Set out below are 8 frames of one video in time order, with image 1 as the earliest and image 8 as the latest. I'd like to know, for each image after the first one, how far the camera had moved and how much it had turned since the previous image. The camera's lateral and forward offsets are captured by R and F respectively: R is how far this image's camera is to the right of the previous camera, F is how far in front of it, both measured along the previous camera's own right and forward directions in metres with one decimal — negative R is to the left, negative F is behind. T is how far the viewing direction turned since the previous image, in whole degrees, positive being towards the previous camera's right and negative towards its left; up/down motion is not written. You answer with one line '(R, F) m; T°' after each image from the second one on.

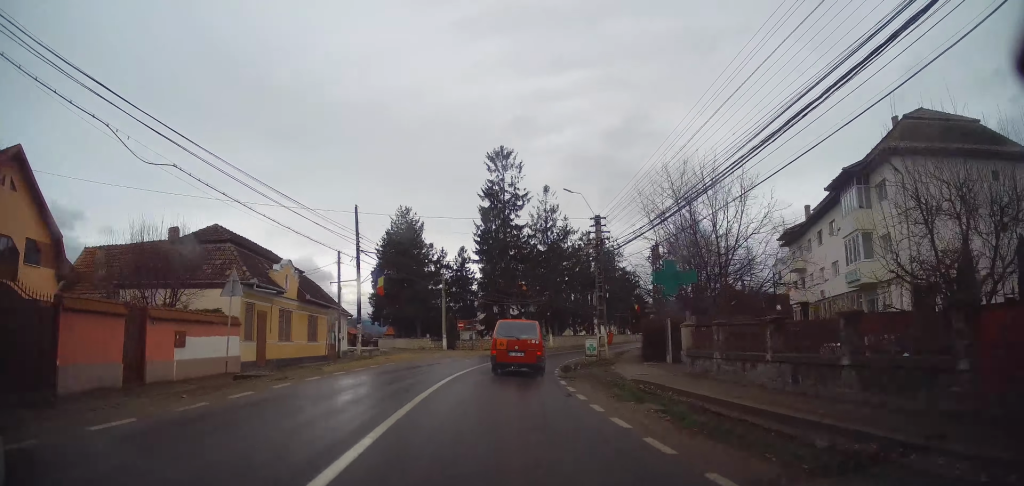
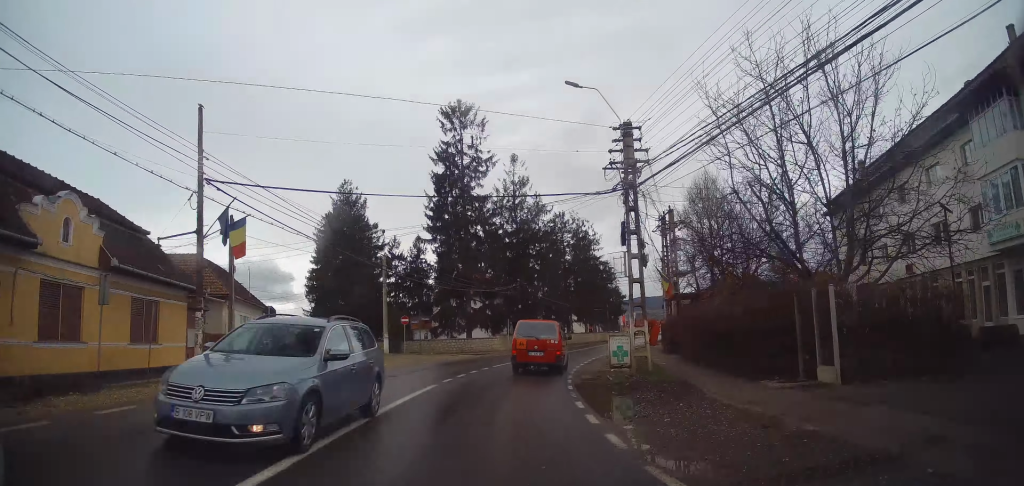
(+0.2, +13.7) m; +3°
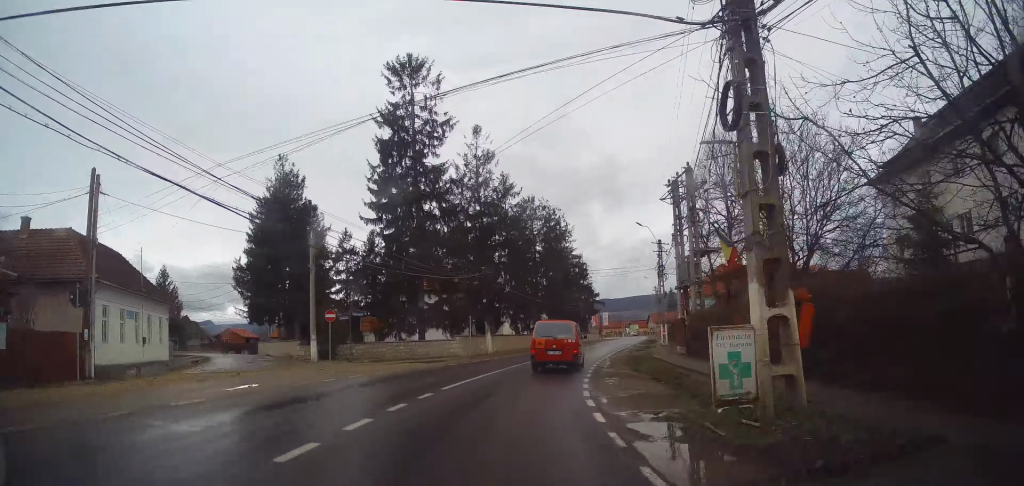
(+0.3, +10.5) m; +4°
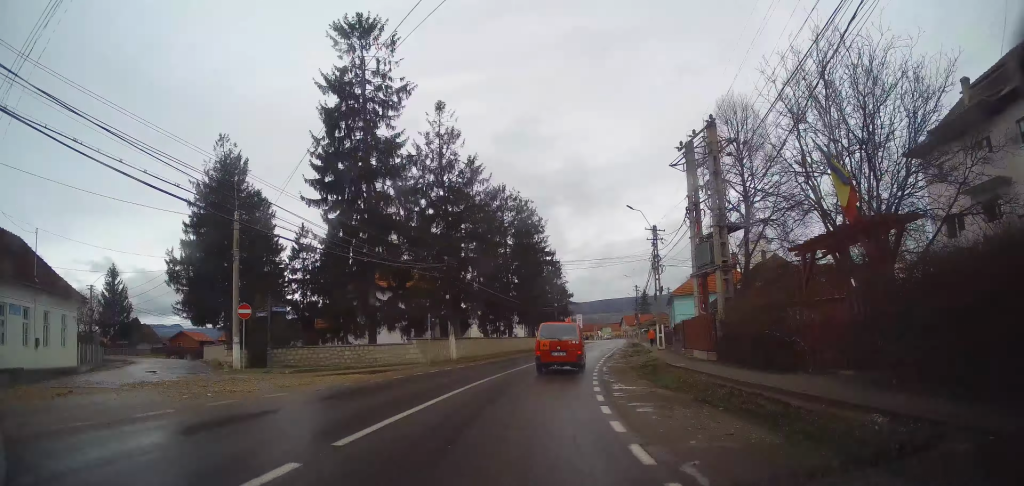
(+0.1, +7.0) m; +3°
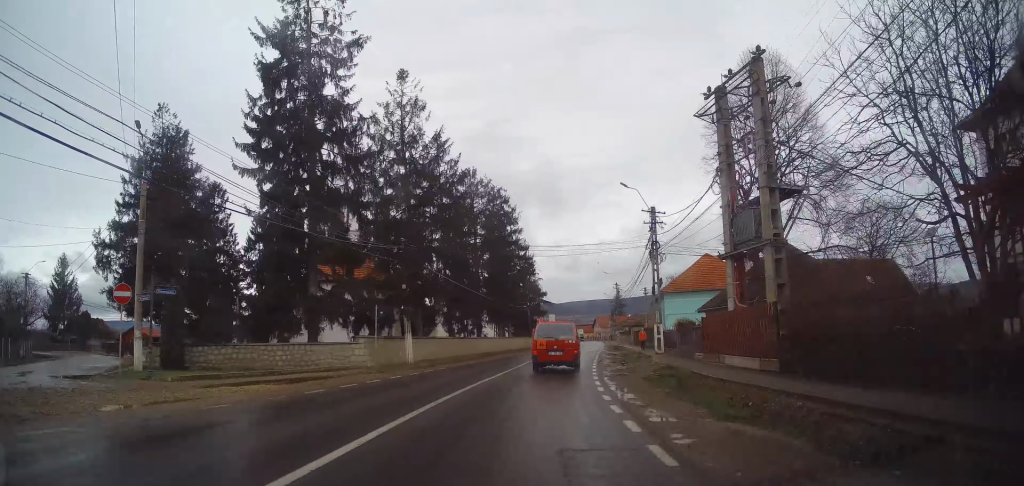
(+0.1, +6.1) m; +3°
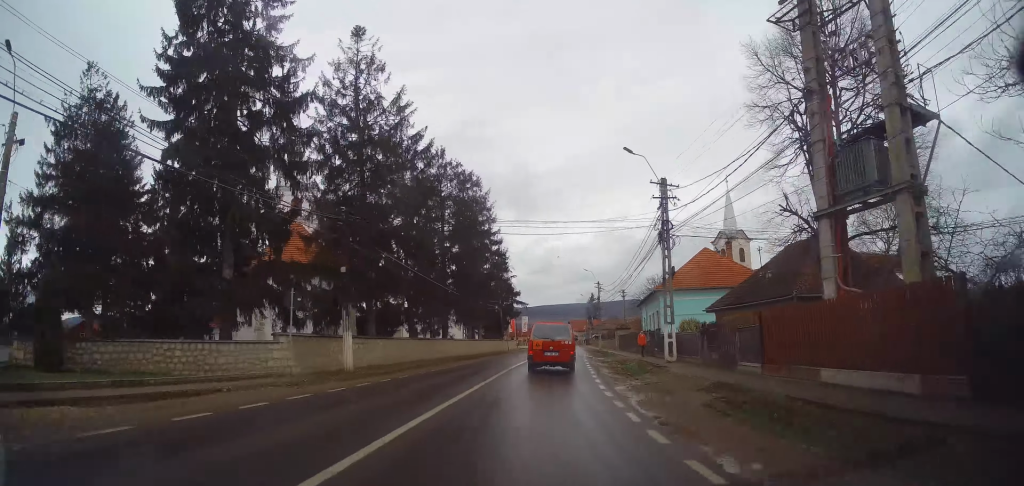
(+0.1, +6.5) m; +3°
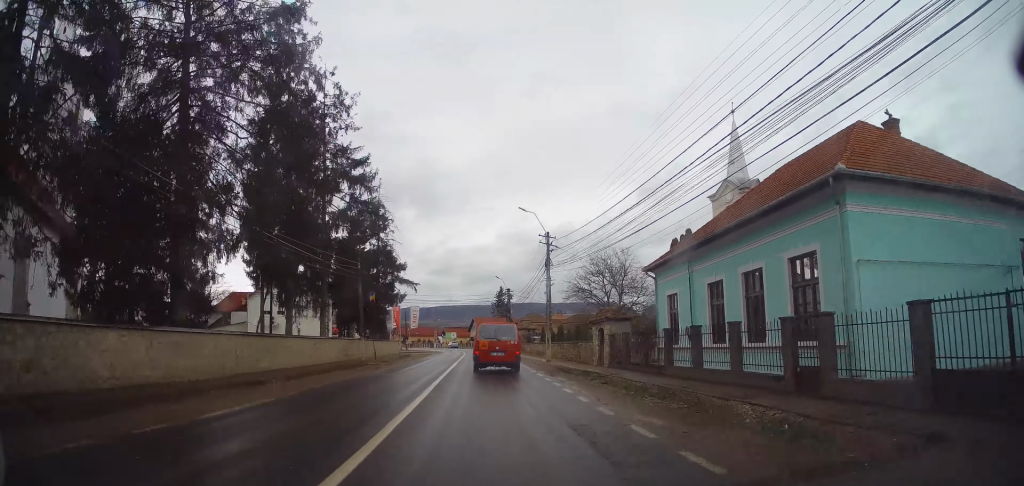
(+3.2, +30.6) m; +10°
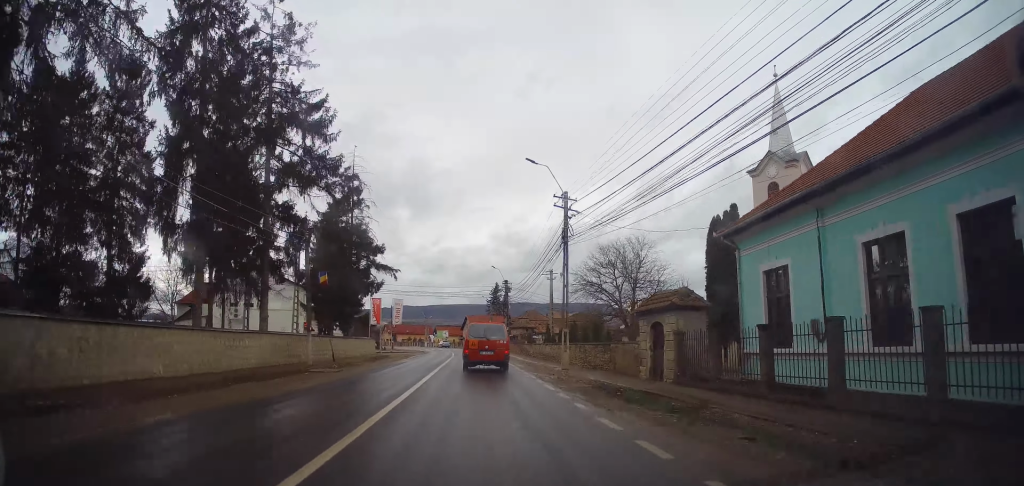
(+0.4, +9.6) m; +1°
